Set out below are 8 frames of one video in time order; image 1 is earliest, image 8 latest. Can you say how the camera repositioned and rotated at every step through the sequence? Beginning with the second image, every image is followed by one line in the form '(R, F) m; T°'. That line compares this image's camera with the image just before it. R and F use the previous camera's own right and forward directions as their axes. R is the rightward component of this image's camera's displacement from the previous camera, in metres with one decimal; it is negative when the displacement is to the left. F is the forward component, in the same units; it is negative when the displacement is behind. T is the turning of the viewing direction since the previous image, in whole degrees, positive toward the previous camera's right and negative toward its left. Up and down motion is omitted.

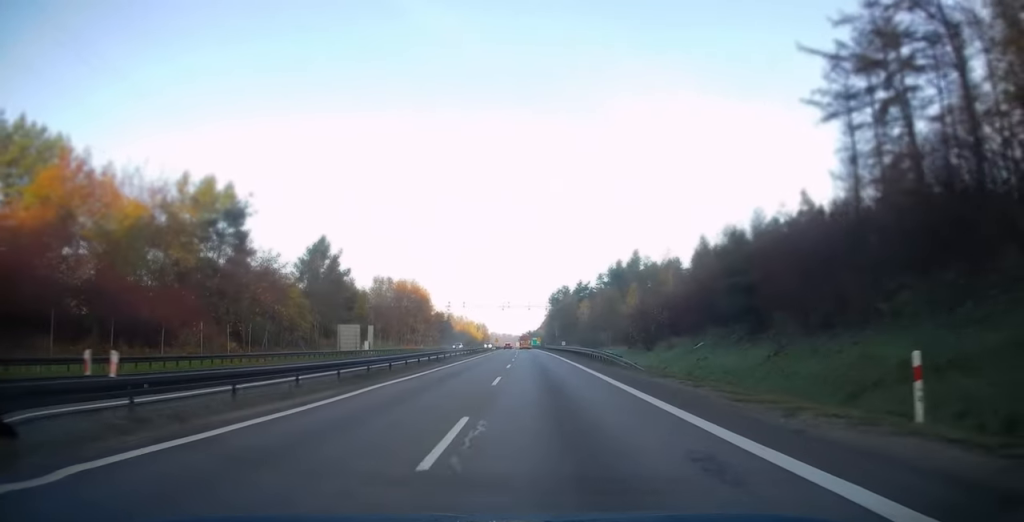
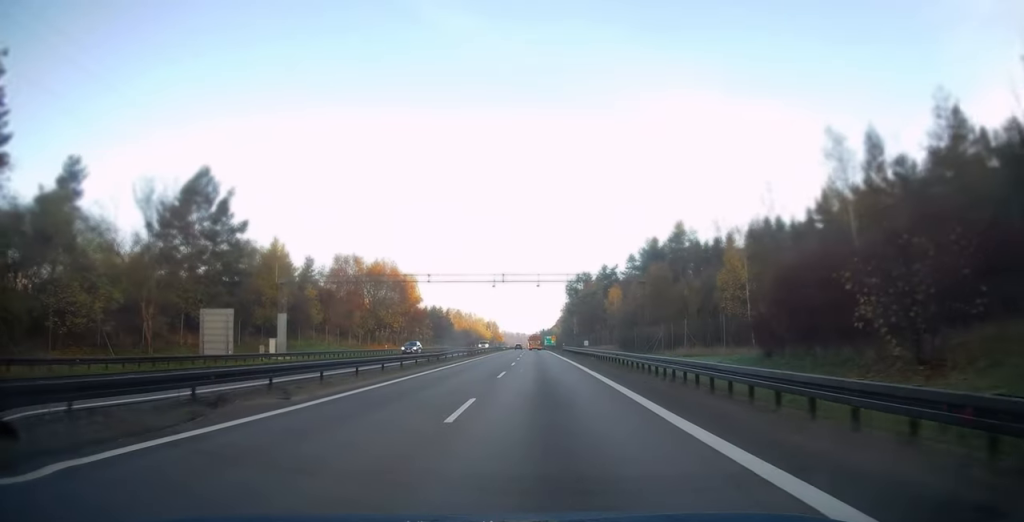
(-0.3, +33.6) m; -1°
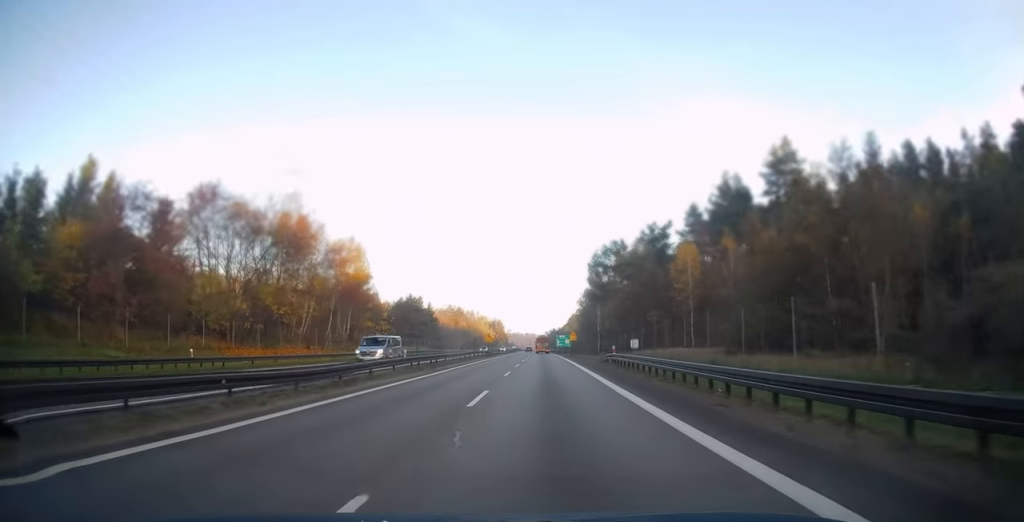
(-0.6, +46.4) m; -1°
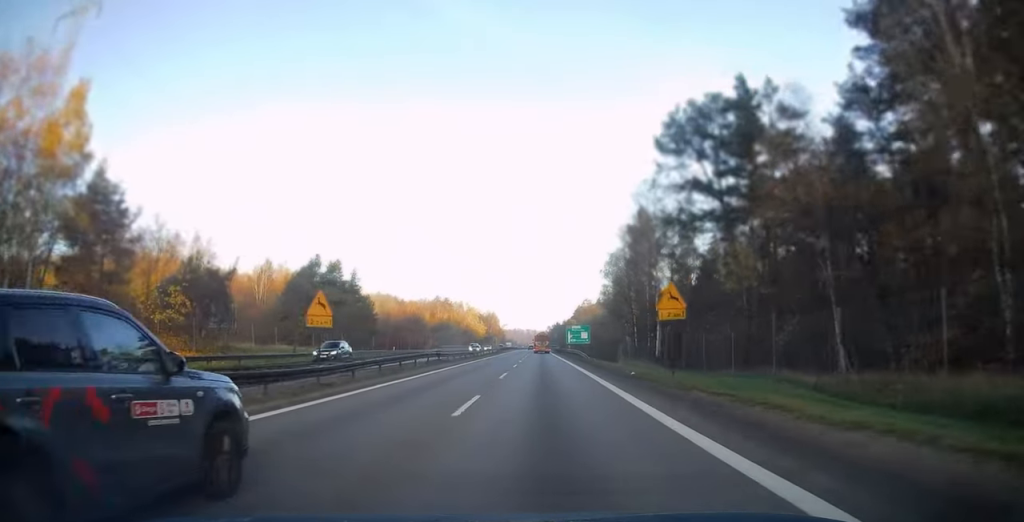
(-0.3, +61.8) m; 0°
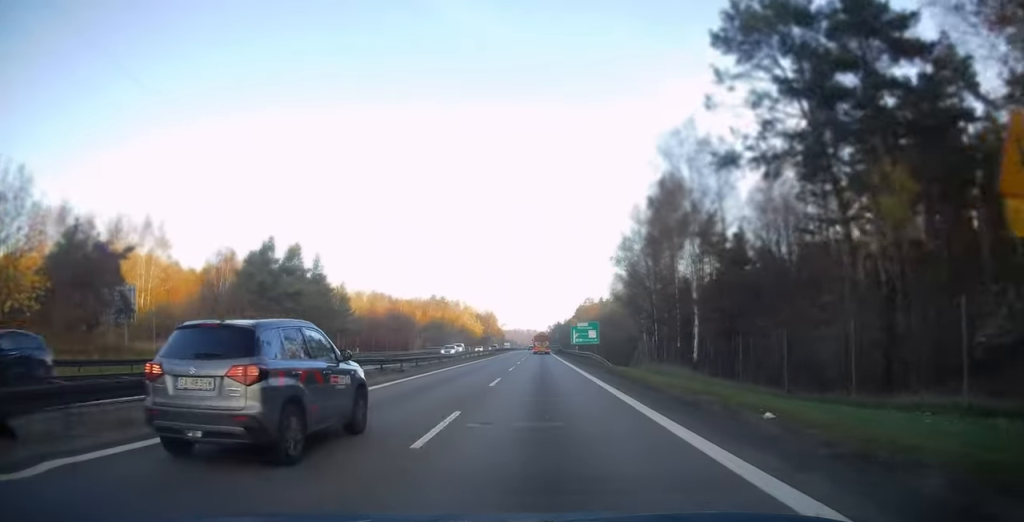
(0.0, +15.5) m; 0°
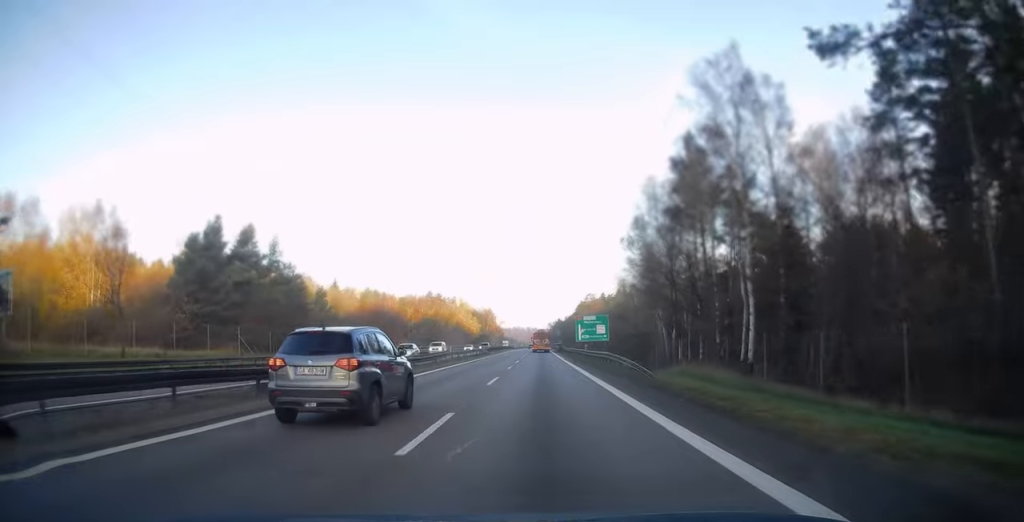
(0.0, +12.5) m; 0°
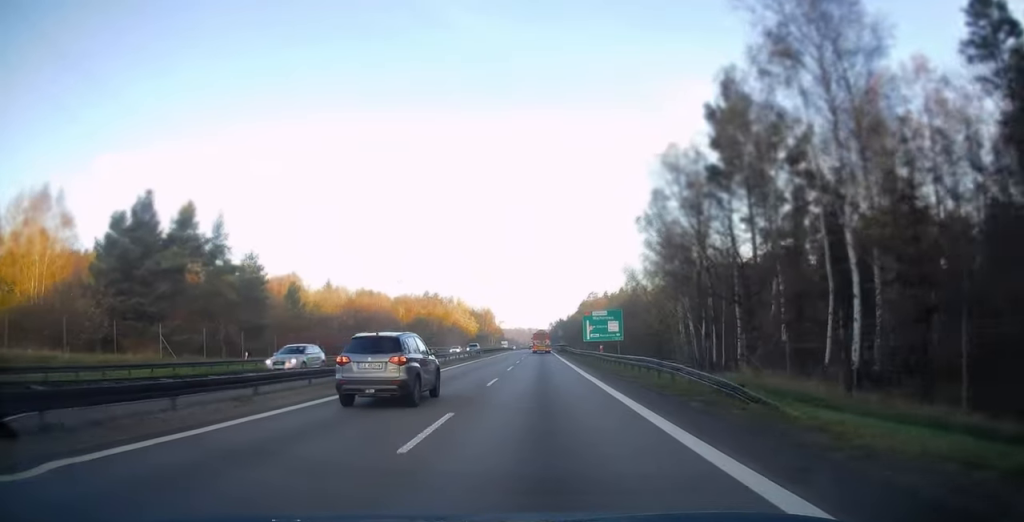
(0.0, +12.1) m; 0°
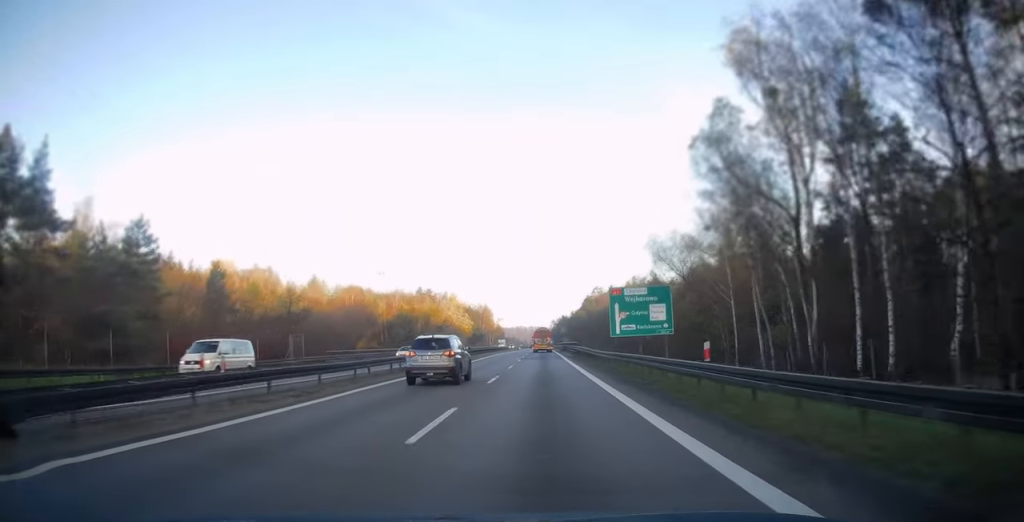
(0.0, +23.1) m; 0°
